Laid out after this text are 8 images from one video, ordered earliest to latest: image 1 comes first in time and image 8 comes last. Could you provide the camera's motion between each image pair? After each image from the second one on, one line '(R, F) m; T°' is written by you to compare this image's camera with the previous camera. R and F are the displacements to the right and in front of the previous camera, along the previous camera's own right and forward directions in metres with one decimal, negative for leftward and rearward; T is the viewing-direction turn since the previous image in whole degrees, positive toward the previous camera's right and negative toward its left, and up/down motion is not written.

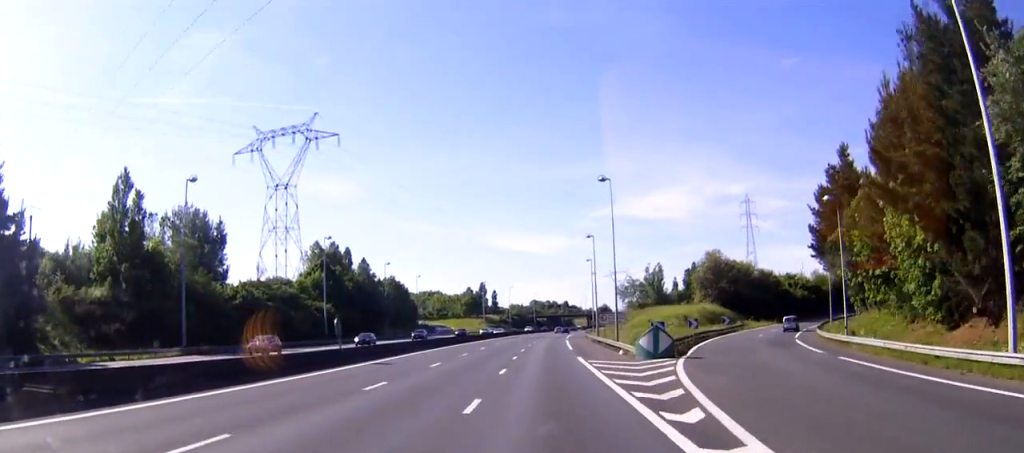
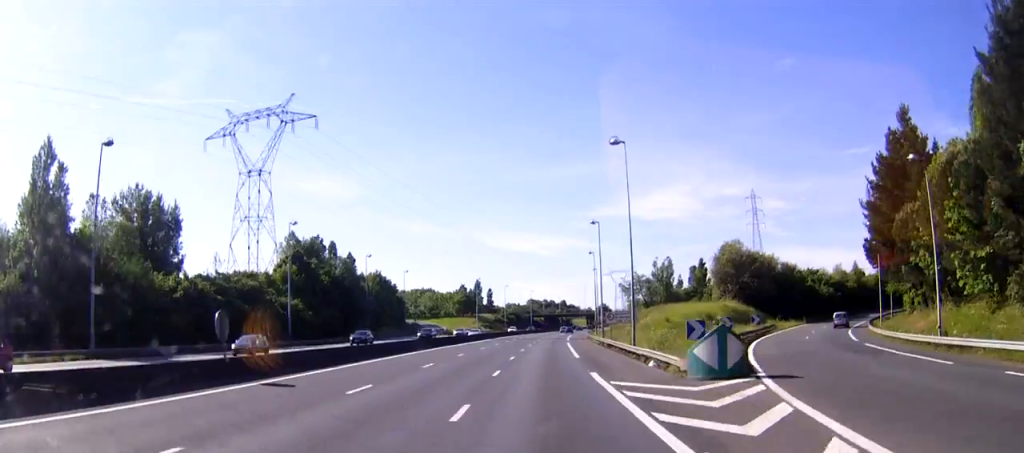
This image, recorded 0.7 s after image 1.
(0.0, +14.3) m; 0°
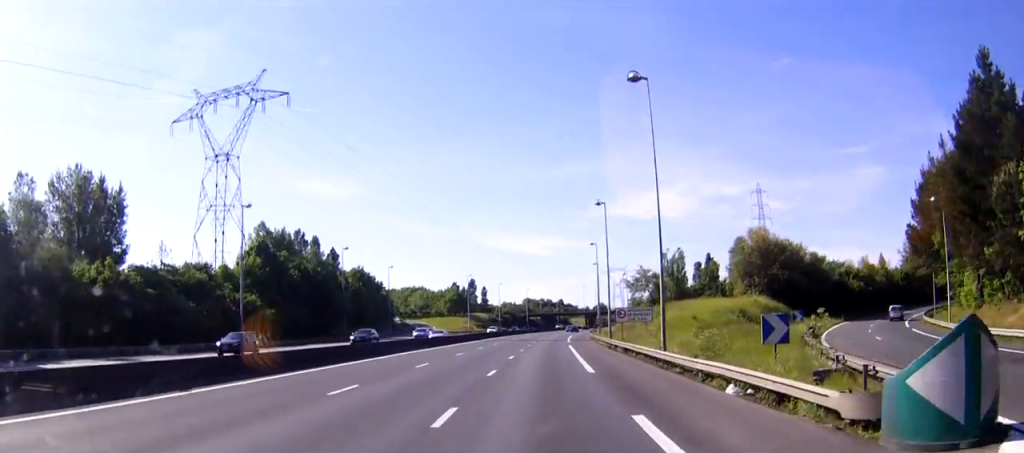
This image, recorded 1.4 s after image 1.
(0.0, +14.3) m; 0°
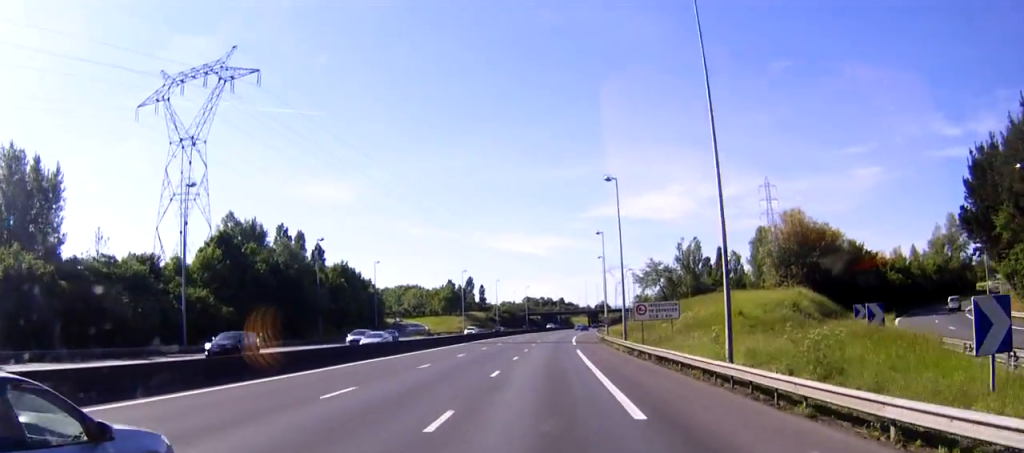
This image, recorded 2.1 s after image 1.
(0.0, +13.7) m; 0°
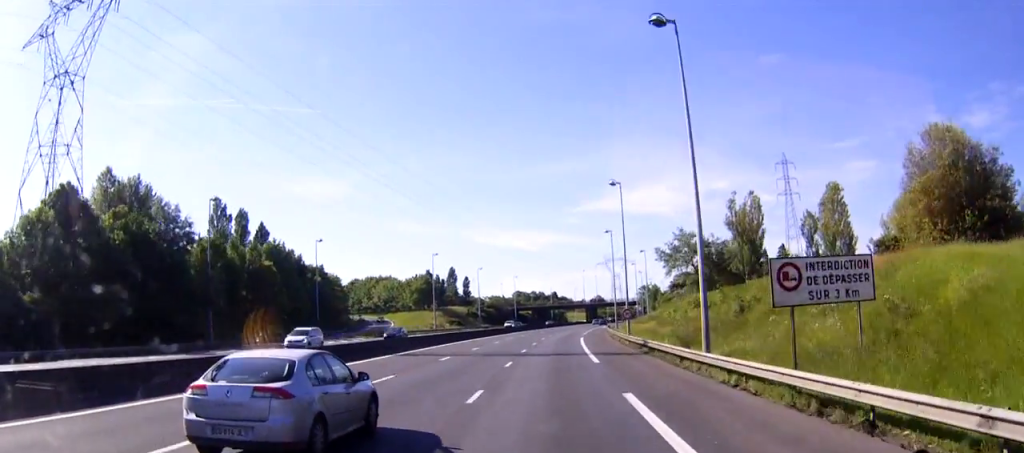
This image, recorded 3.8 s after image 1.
(+0.2, +35.1) m; +1°
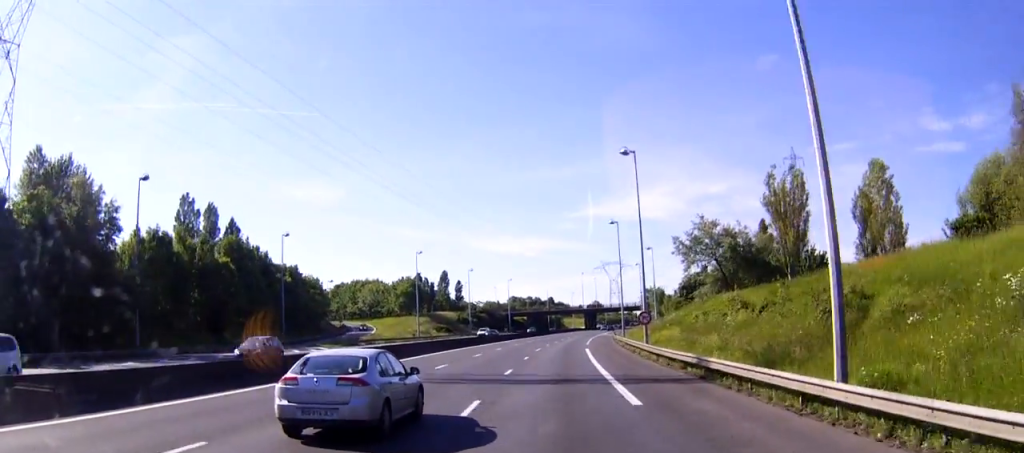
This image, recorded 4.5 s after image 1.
(+0.1, +14.6) m; +1°
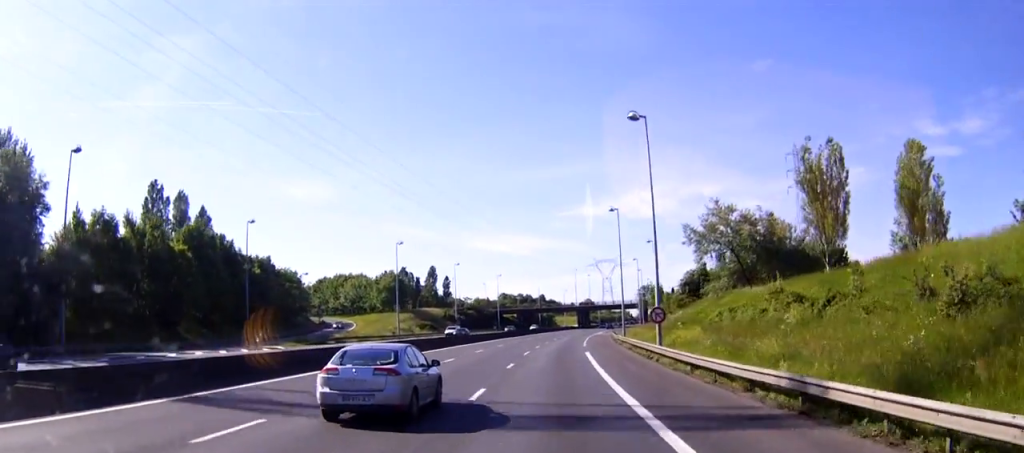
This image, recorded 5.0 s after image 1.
(0.0, +10.4) m; 0°
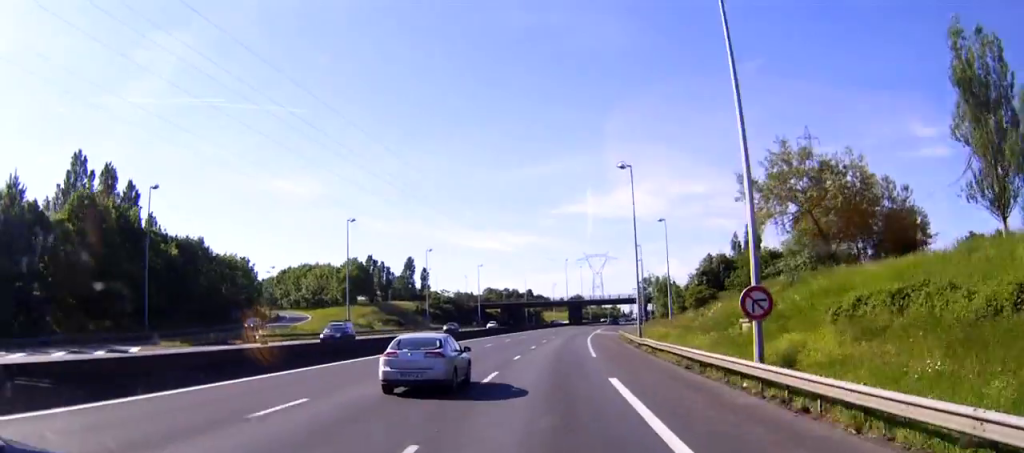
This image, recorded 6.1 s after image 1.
(+0.2, +23.3) m; +1°
